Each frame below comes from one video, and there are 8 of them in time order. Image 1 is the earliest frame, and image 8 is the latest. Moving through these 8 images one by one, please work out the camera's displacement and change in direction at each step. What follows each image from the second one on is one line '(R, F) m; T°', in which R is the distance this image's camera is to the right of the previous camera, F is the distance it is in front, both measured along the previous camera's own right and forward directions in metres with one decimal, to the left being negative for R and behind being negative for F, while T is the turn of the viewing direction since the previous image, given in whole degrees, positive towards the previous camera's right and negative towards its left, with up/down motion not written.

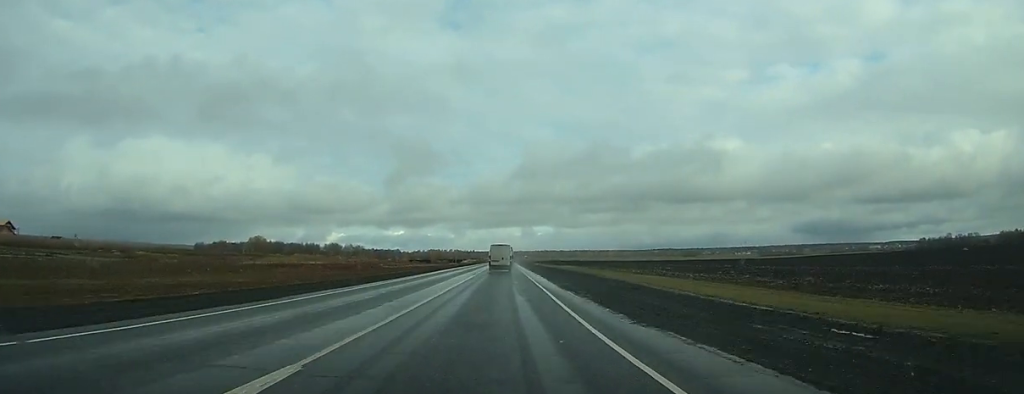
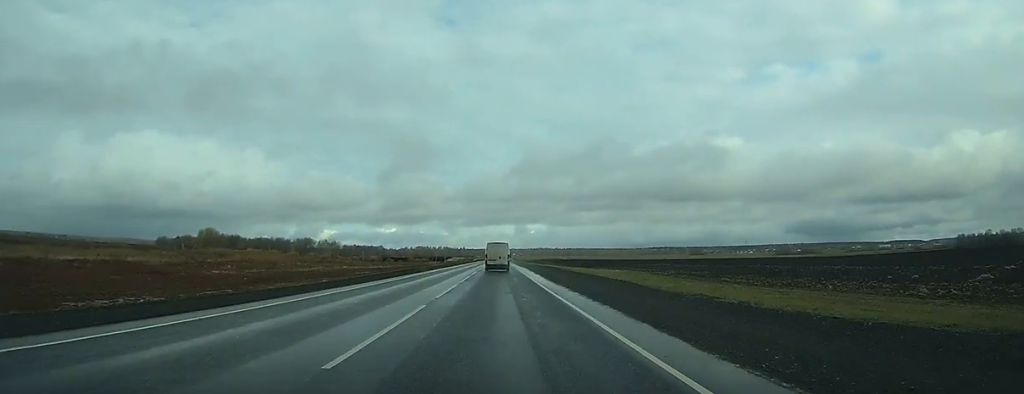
(0.0, +78.9) m; 0°
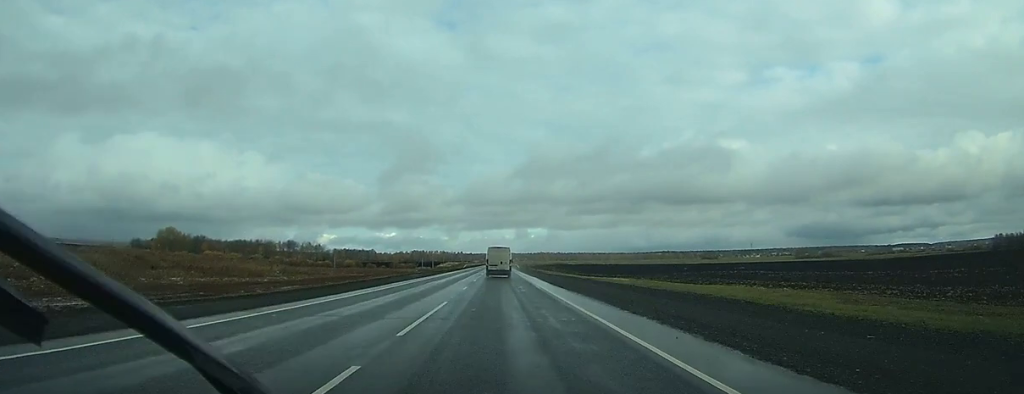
(-0.3, +59.4) m; 0°
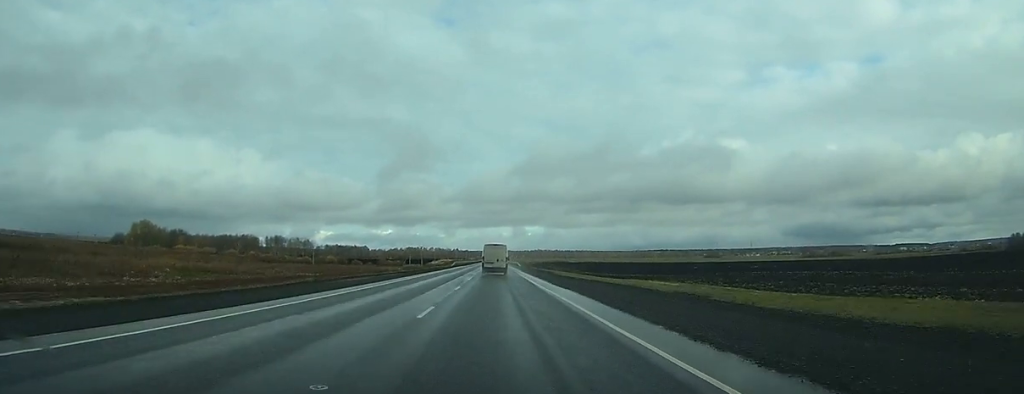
(+0.1, +27.7) m; 0°
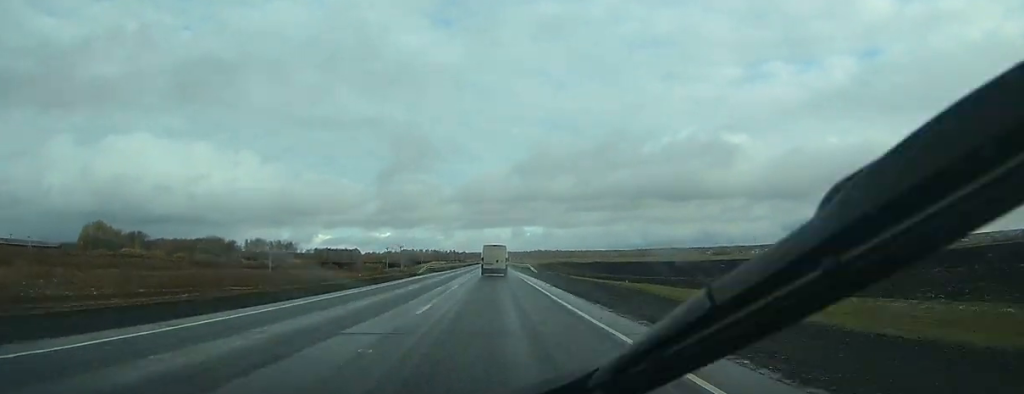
(+0.1, +46.0) m; 0°
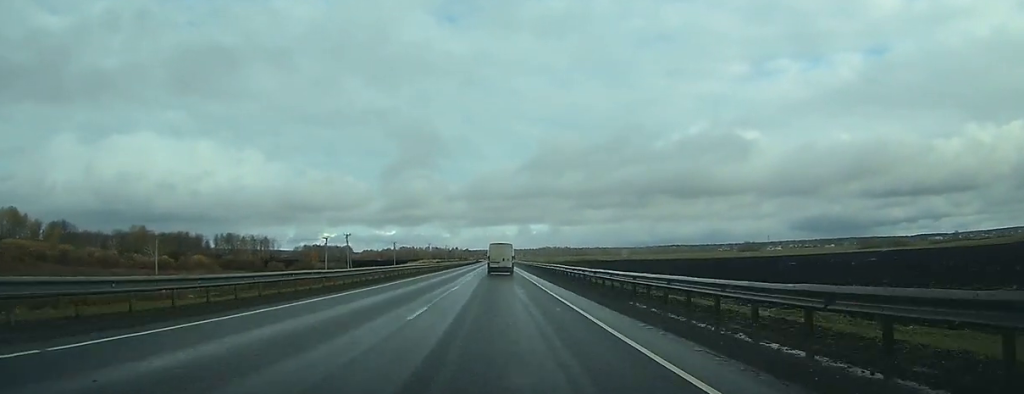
(0.0, +71.1) m; 0°
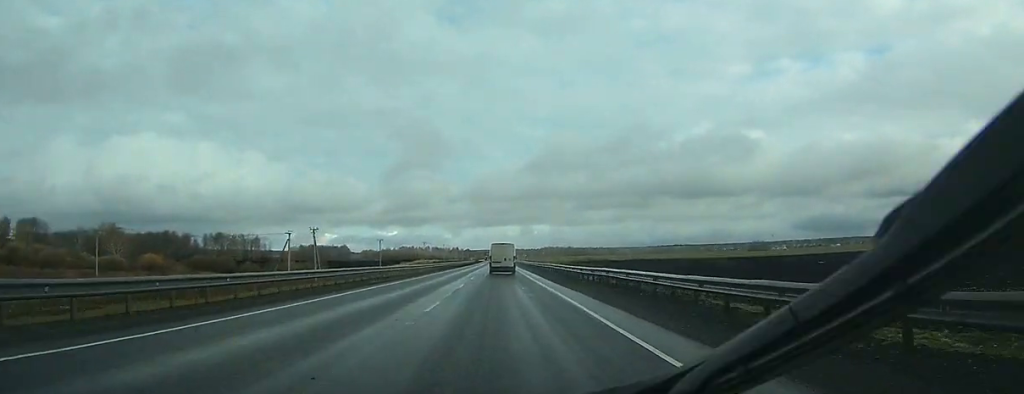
(-0.1, +23.3) m; 0°
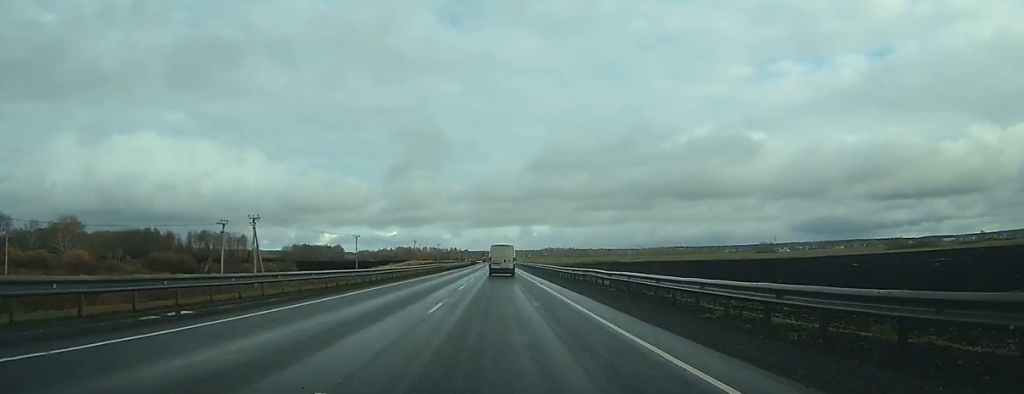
(0.0, +25.0) m; 0°
